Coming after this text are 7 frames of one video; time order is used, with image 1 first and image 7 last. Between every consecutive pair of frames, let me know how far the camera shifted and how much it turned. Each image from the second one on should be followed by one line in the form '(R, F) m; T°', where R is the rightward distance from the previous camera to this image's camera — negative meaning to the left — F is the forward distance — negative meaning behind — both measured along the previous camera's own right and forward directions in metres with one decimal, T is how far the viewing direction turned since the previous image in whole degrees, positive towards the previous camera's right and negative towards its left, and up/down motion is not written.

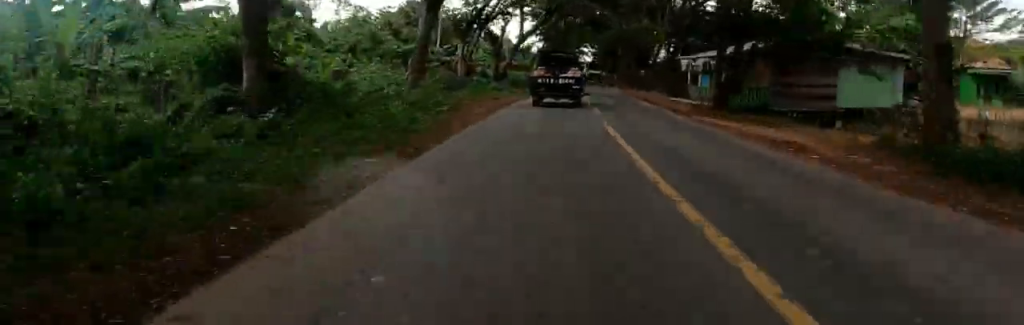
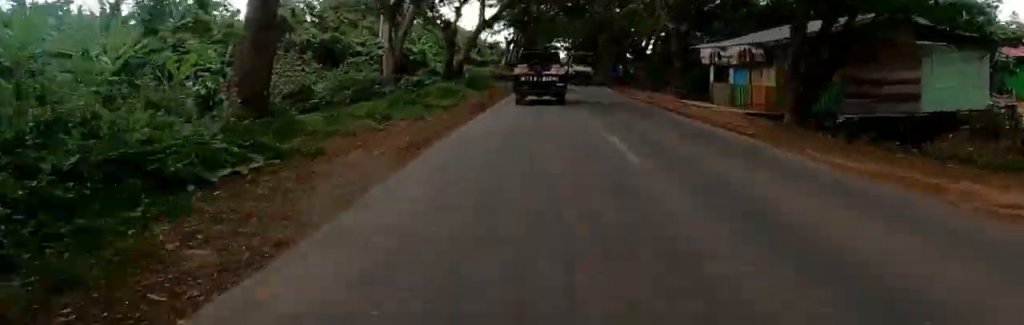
(+0.4, +9.9) m; 0°
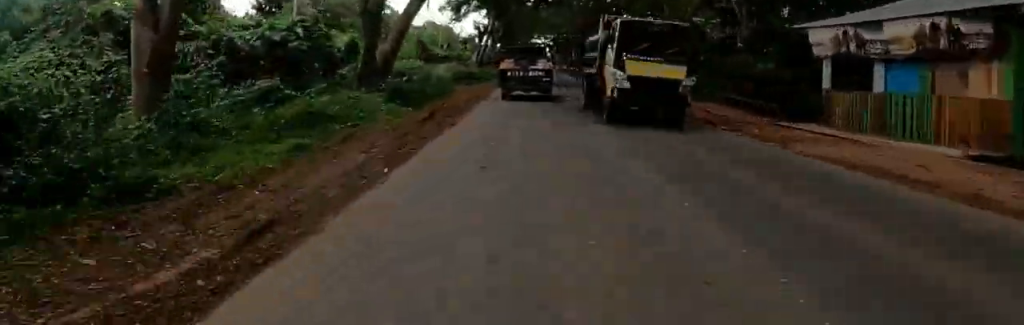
(-0.5, +12.4) m; 0°
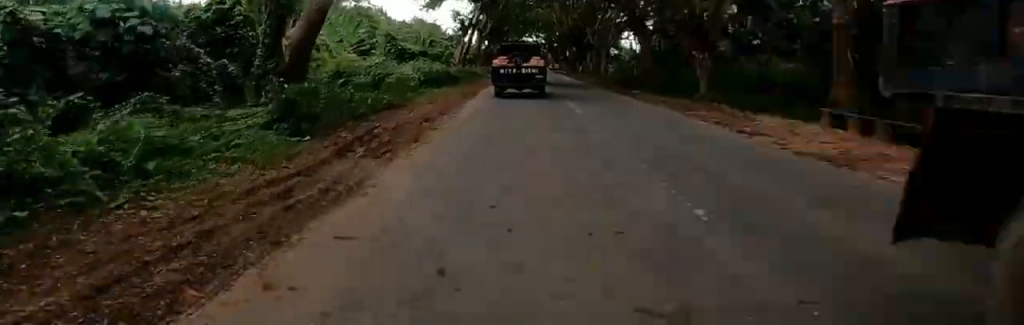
(+0.7, +5.9) m; 0°
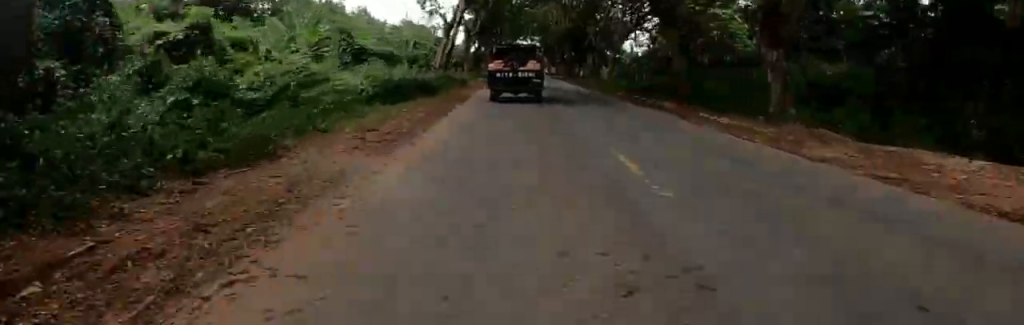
(-0.5, +7.0) m; +1°
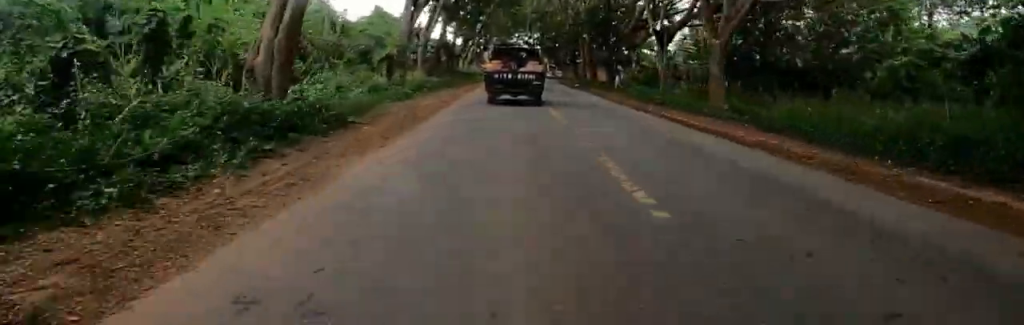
(+1.3, +23.4) m; +4°
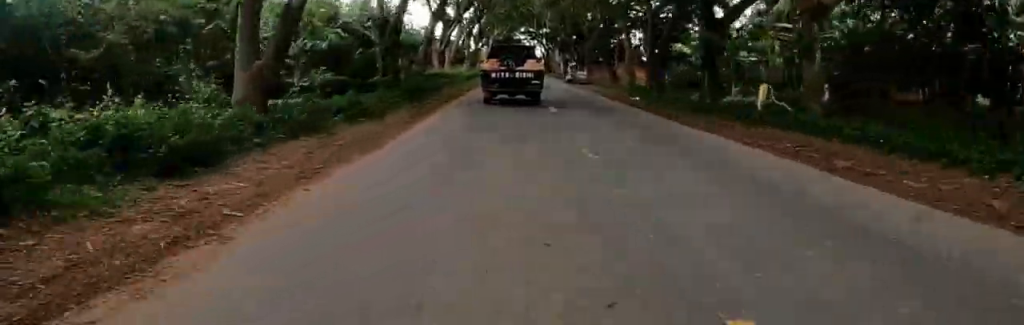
(-0.5, +20.9) m; -1°
